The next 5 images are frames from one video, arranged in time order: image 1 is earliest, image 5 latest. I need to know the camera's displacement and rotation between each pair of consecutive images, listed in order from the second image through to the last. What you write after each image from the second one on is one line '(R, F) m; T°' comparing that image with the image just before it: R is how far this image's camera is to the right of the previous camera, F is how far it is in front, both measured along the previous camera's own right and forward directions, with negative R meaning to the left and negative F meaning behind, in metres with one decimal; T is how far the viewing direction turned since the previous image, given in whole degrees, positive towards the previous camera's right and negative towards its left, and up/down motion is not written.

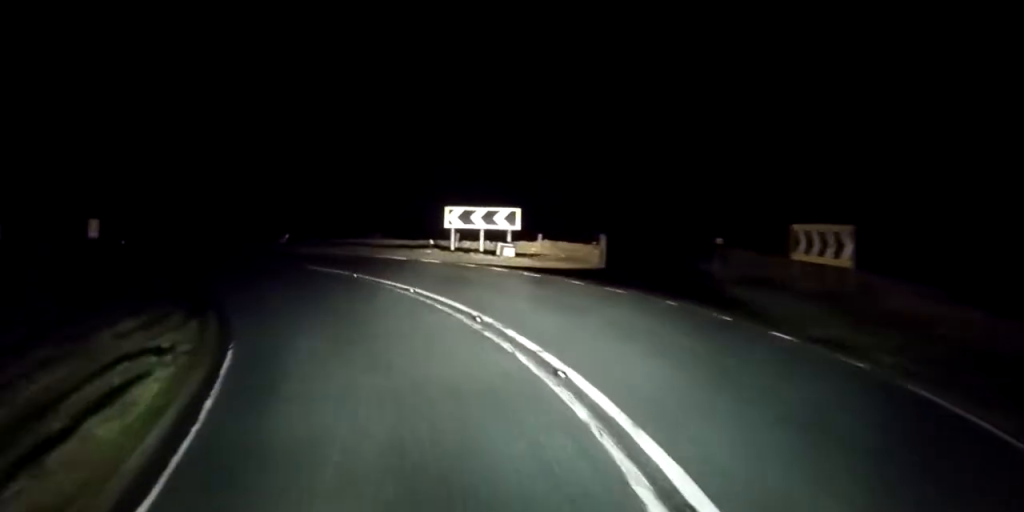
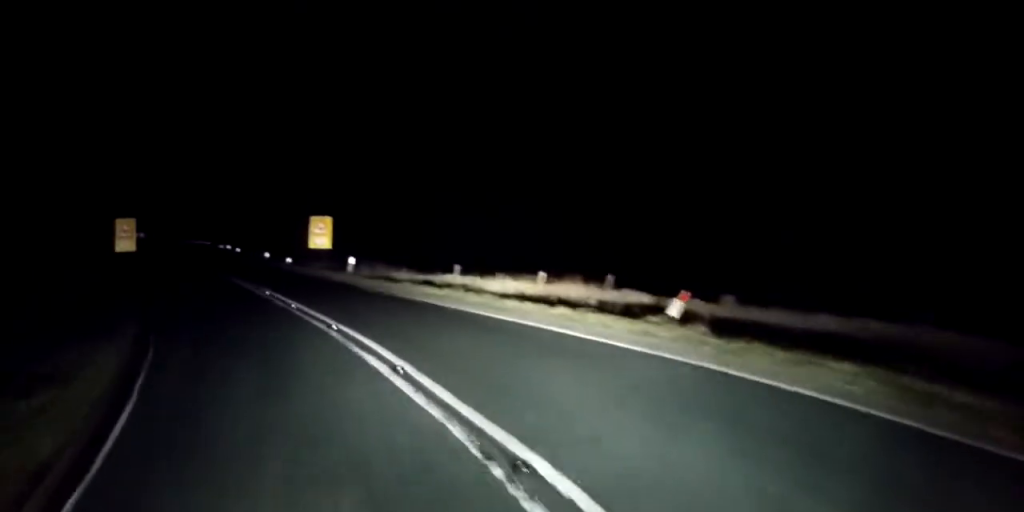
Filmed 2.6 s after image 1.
(-5.7, +20.2) m; -32°
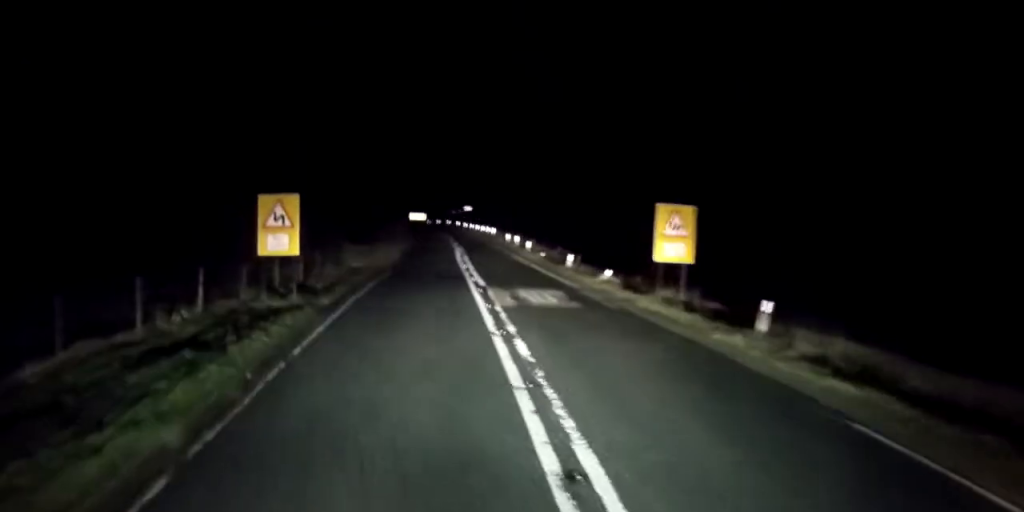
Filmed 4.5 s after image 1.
(-2.5, +15.9) m; -14°
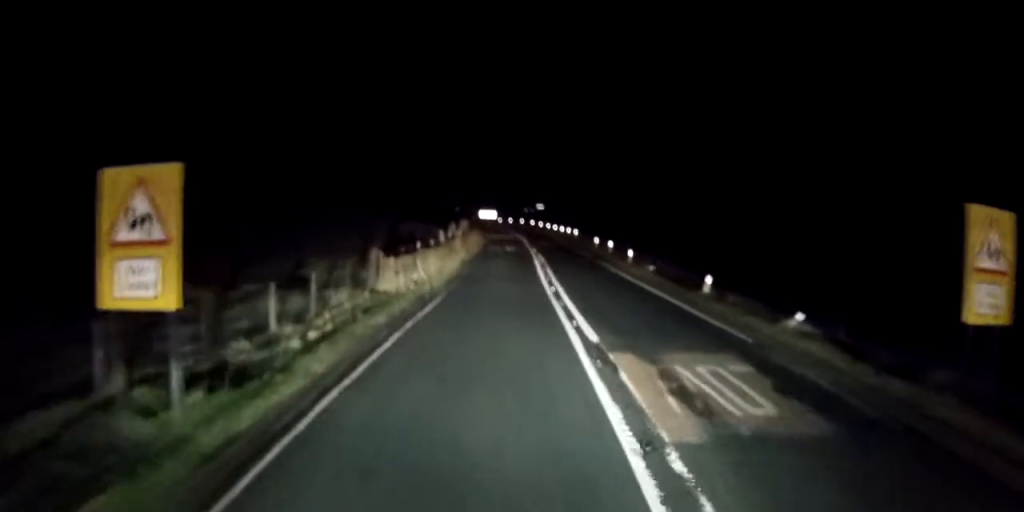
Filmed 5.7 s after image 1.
(-0.5, +10.5) m; -4°
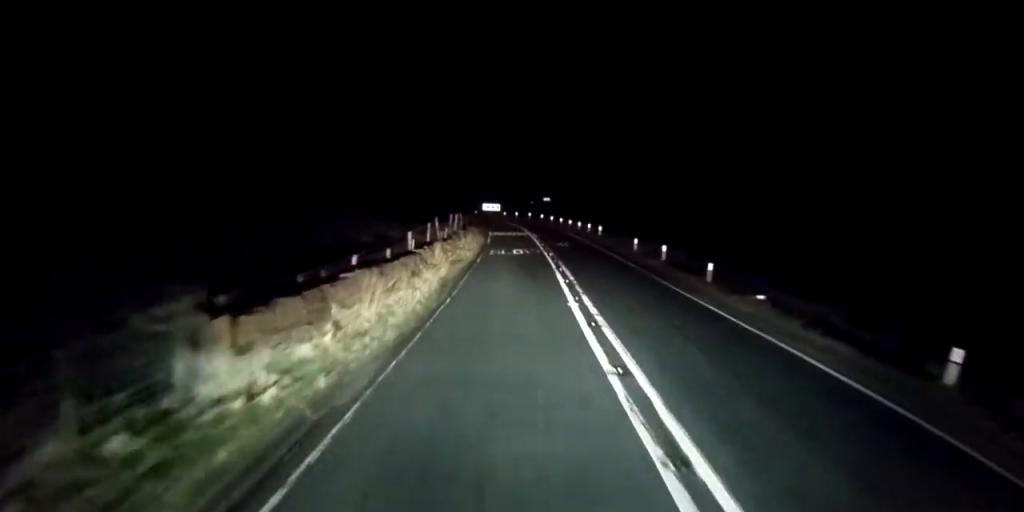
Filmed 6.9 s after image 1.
(-0.2, +12.6) m; -1°
